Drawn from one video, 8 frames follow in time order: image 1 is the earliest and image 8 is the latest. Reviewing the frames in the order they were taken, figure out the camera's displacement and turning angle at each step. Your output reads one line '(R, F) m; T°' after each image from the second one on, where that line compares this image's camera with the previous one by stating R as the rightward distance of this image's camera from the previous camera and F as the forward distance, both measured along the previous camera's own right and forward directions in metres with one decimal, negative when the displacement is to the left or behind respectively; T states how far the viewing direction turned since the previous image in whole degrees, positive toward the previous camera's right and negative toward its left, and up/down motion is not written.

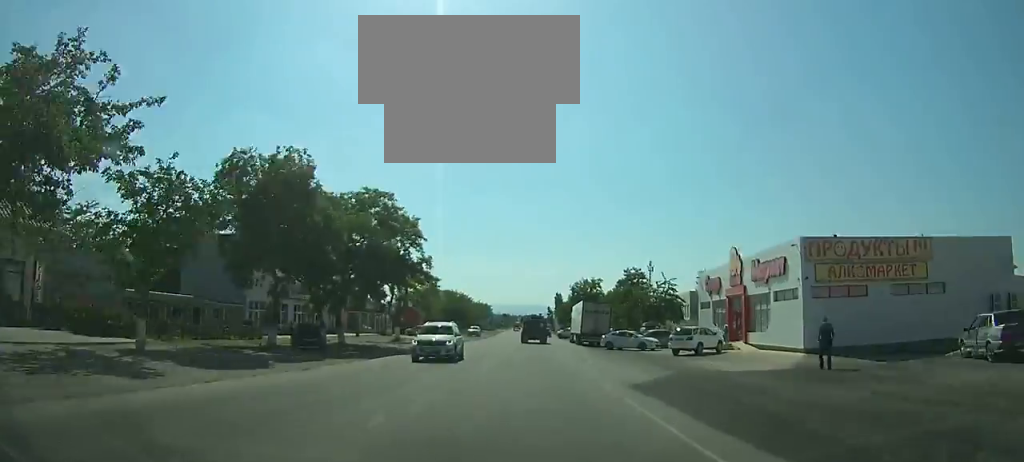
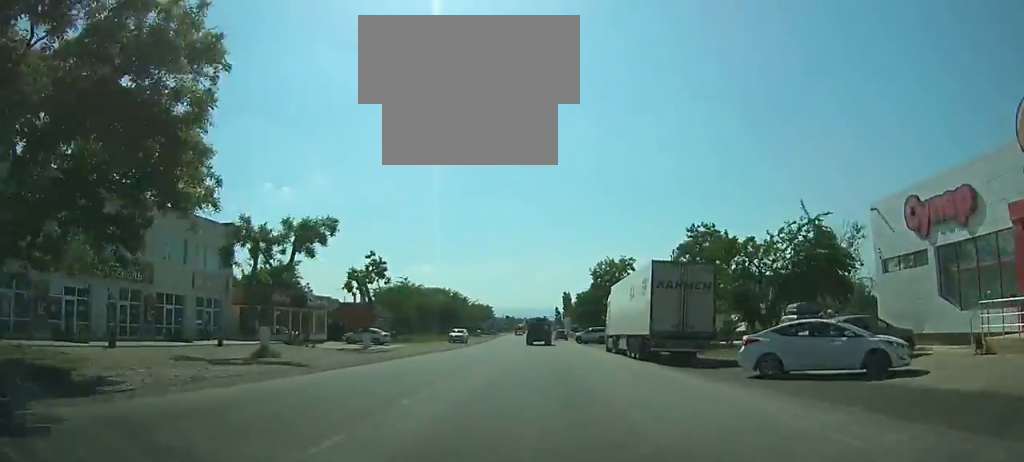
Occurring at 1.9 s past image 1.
(-0.3, +29.2) m; -1°
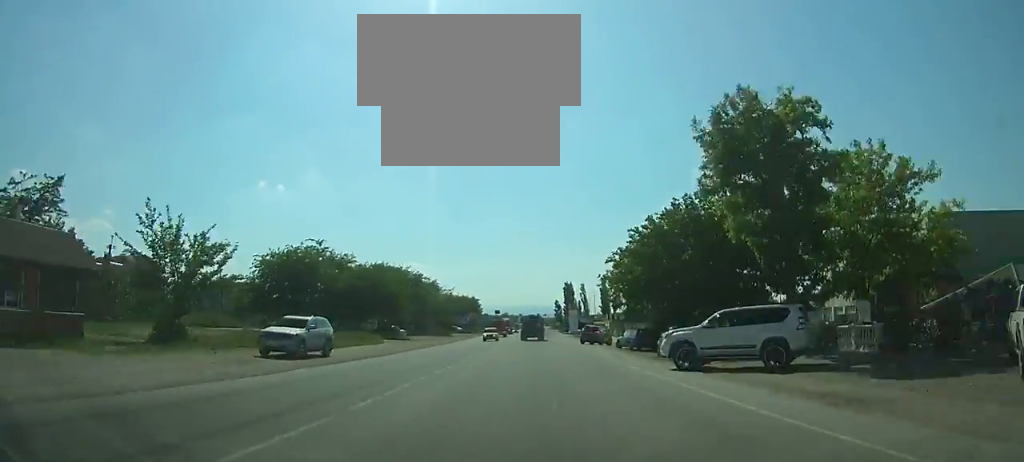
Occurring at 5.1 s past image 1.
(-0.2, +49.0) m; 0°
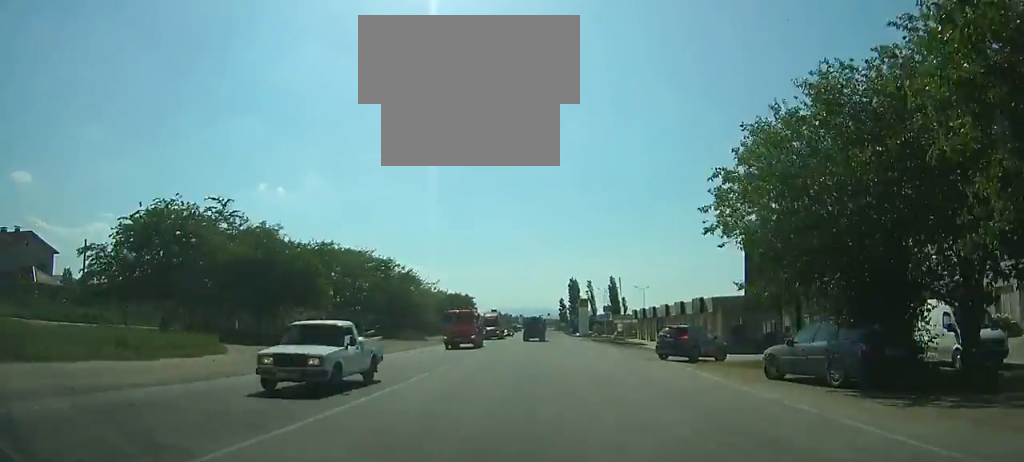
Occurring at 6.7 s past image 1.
(0.0, +24.5) m; 0°
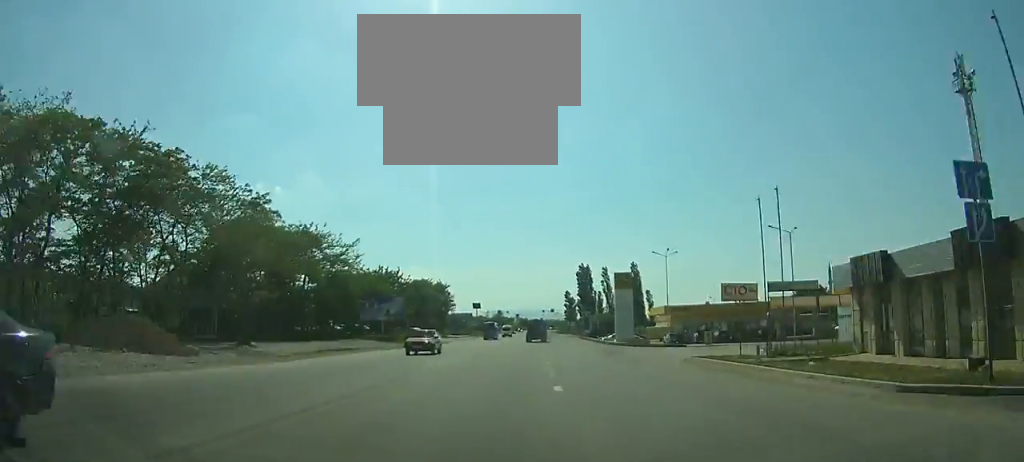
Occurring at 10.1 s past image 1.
(0.0, +54.5) m; 0°
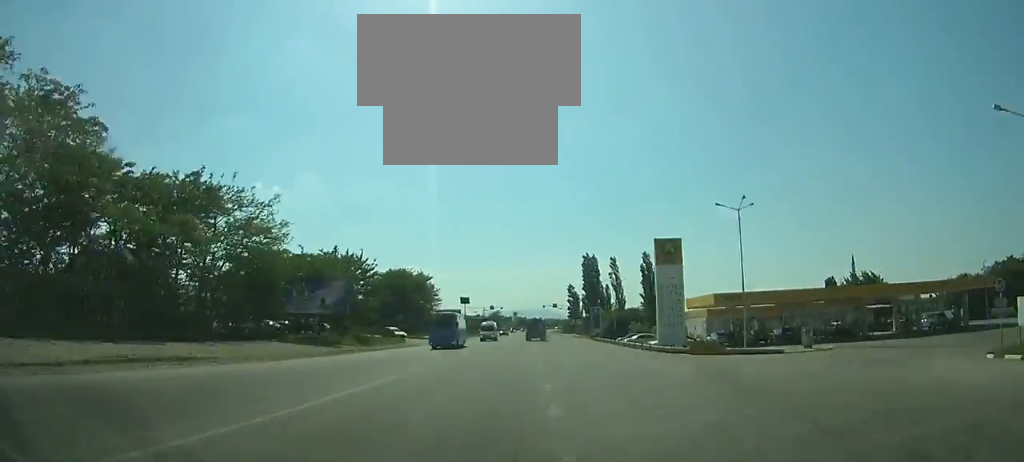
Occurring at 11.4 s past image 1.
(0.0, +22.7) m; 0°
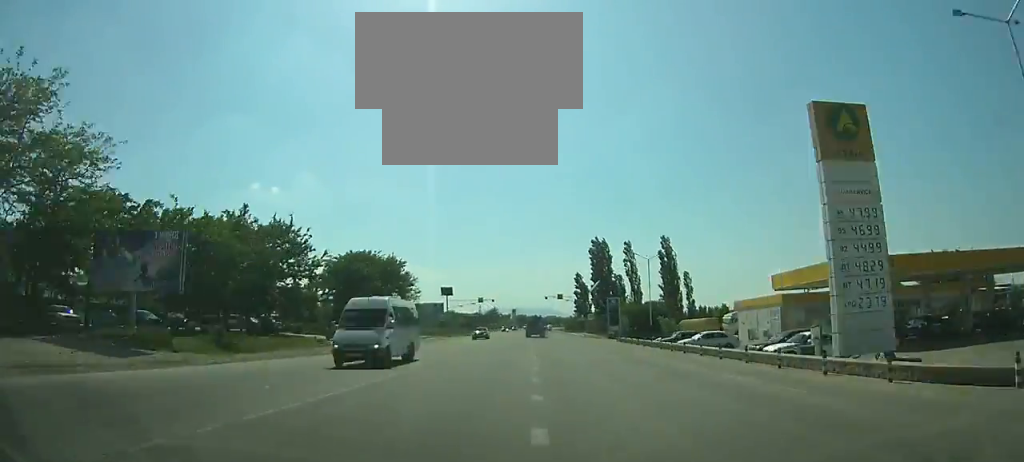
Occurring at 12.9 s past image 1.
(0.0, +26.1) m; 0°
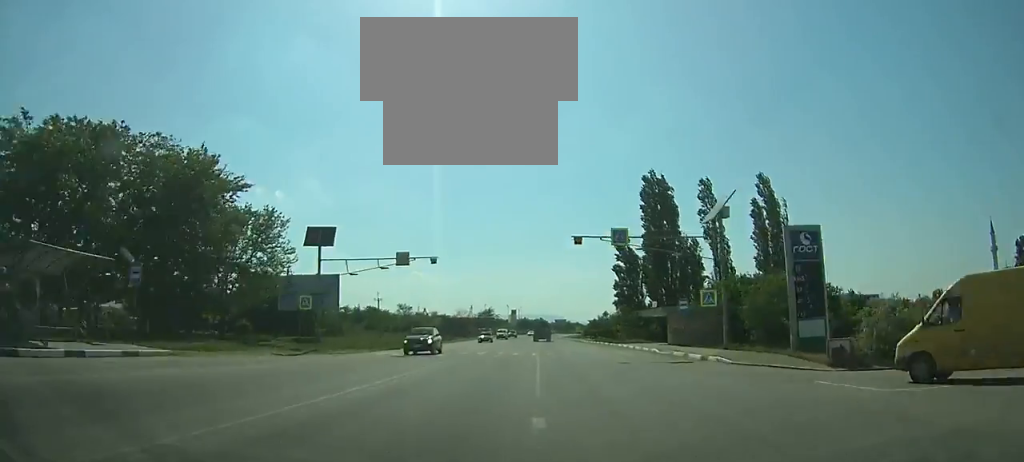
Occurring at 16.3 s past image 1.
(0.0, +63.3) m; 0°
